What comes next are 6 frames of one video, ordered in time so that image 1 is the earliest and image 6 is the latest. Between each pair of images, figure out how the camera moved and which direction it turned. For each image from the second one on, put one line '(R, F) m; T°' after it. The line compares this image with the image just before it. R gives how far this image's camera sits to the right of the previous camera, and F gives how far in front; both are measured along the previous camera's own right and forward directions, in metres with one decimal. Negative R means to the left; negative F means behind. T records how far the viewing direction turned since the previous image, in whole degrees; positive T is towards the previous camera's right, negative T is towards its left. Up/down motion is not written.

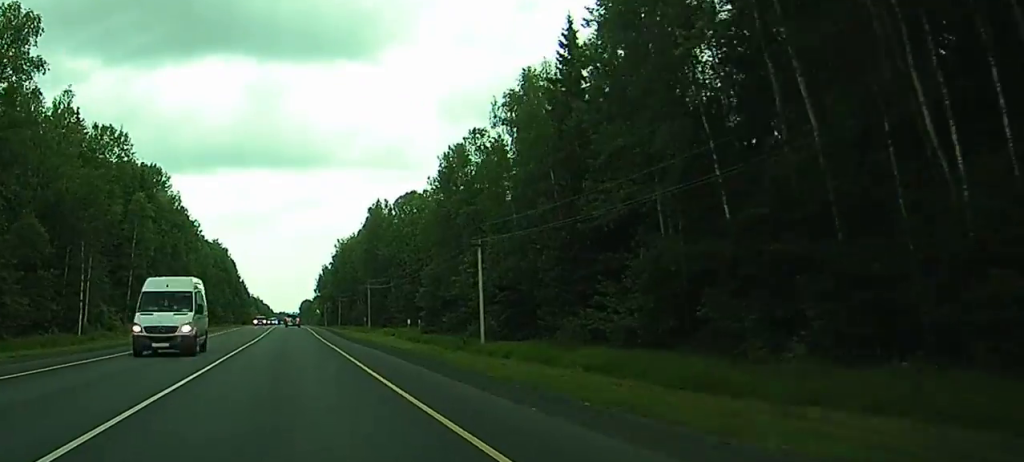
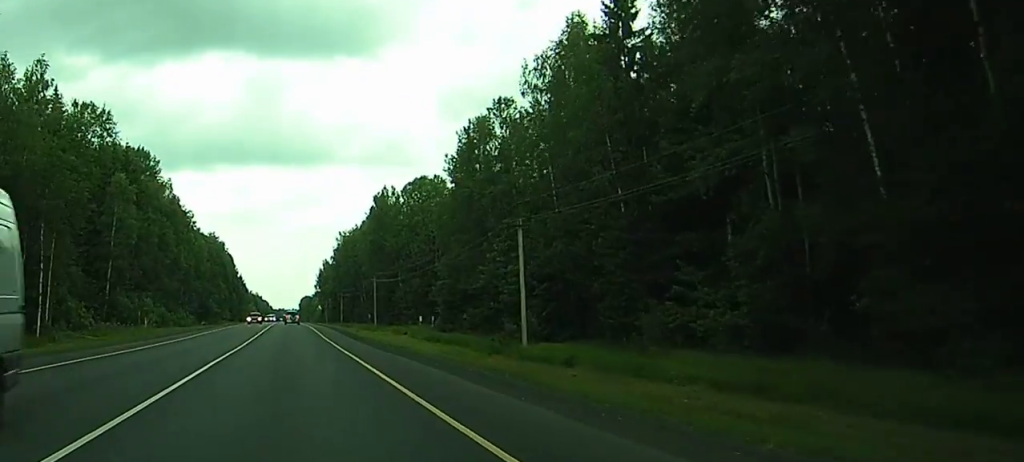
(0.0, +12.1) m; 0°
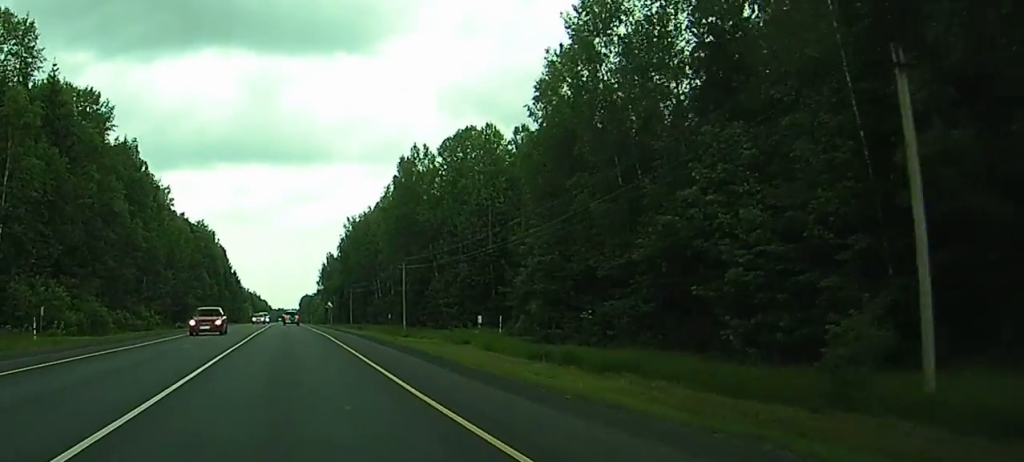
(-0.1, +36.9) m; 0°
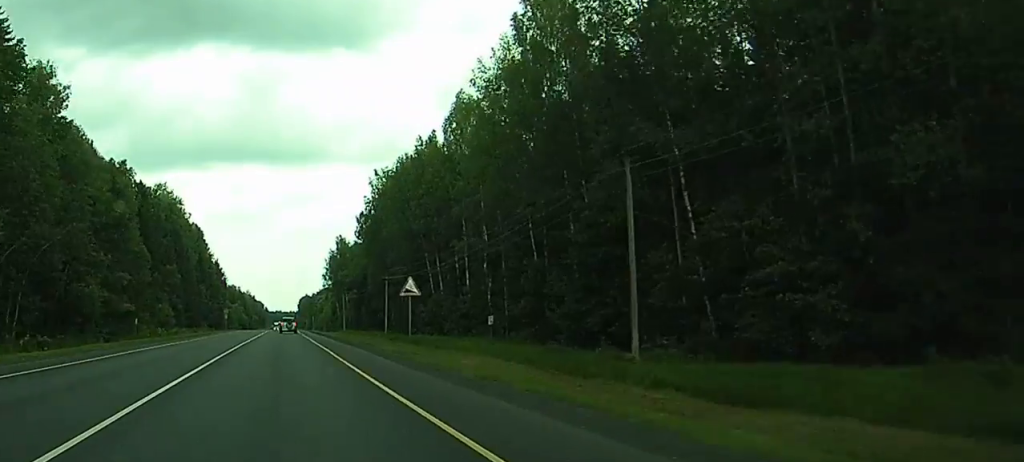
(+0.4, +73.9) m; 0°
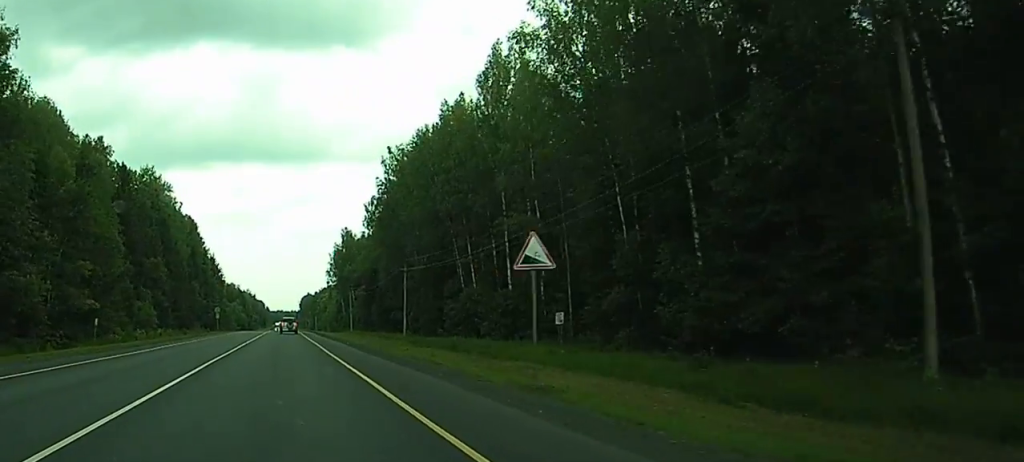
(-0.1, +17.9) m; 0°
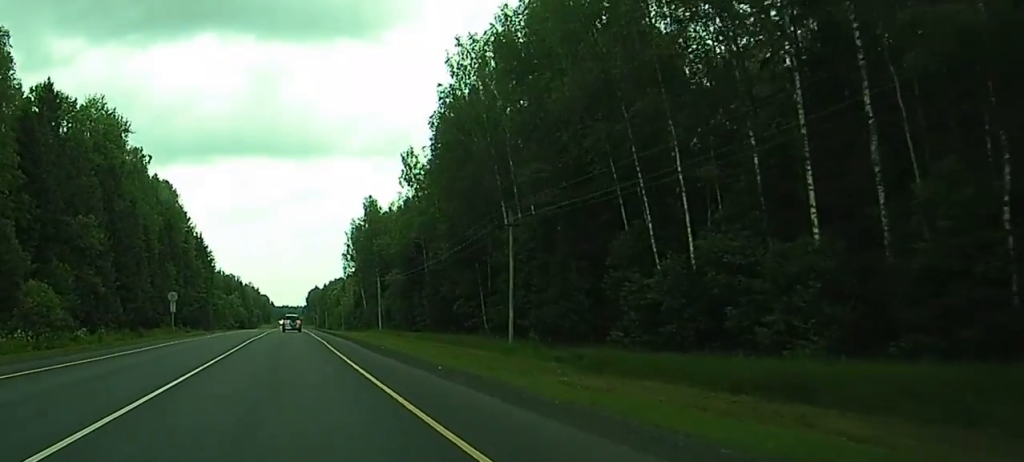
(0.0, +47.5) m; 0°
